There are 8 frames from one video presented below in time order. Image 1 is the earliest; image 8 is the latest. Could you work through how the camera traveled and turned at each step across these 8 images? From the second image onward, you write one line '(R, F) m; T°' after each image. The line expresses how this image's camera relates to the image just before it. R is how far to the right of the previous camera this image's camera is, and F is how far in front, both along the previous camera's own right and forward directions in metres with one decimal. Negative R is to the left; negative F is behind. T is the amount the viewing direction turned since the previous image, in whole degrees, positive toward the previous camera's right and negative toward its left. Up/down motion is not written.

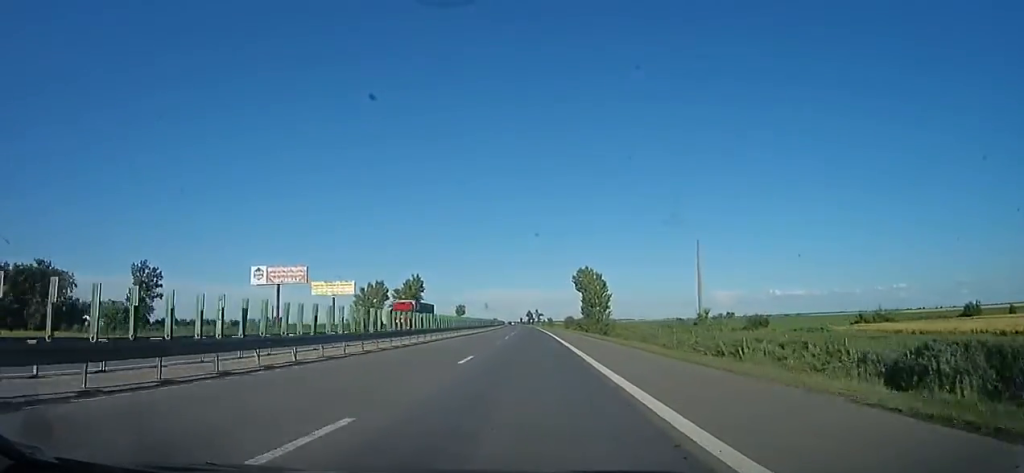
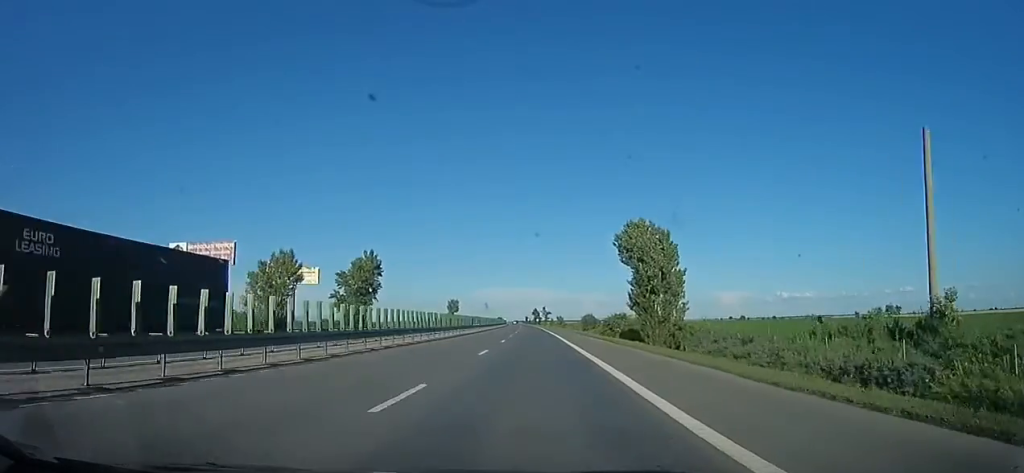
(+0.6, +32.0) m; +1°
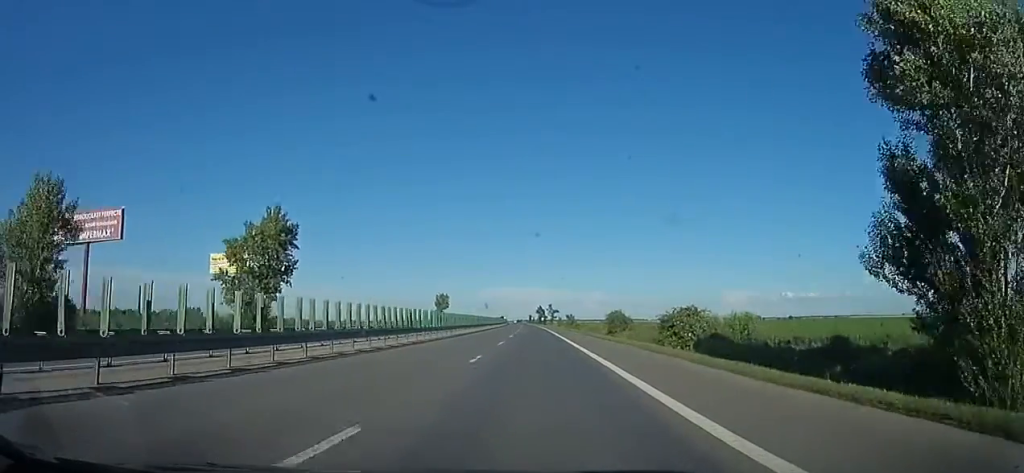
(+0.1, +27.8) m; -1°
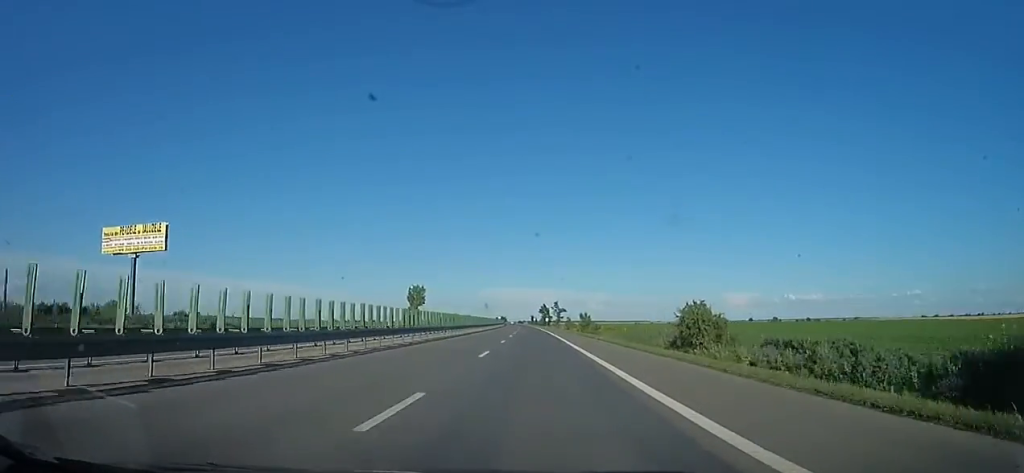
(-0.4, +32.6) m; -1°
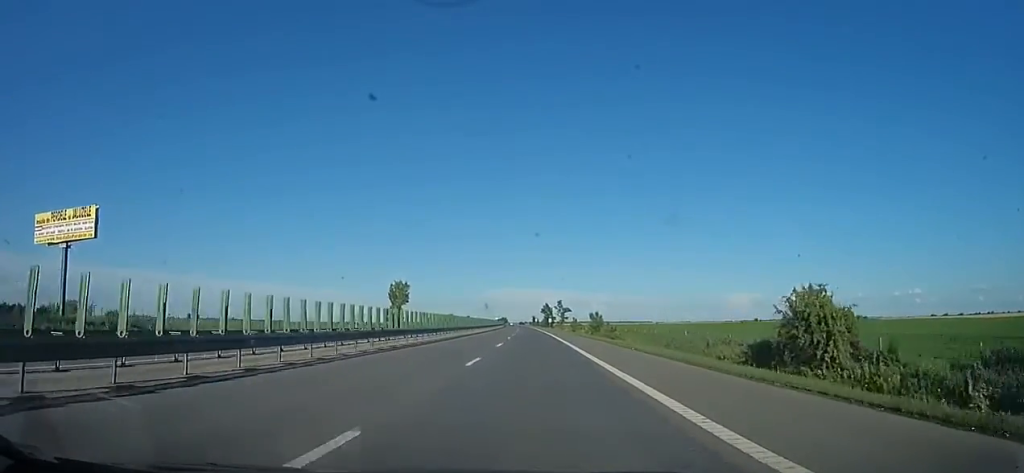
(-0.1, +15.4) m; -1°
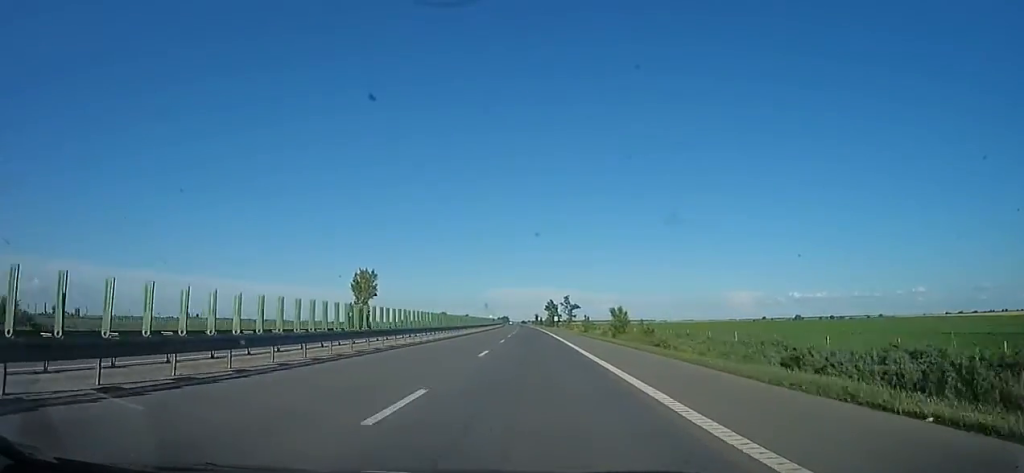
(0.0, +20.2) m; 0°
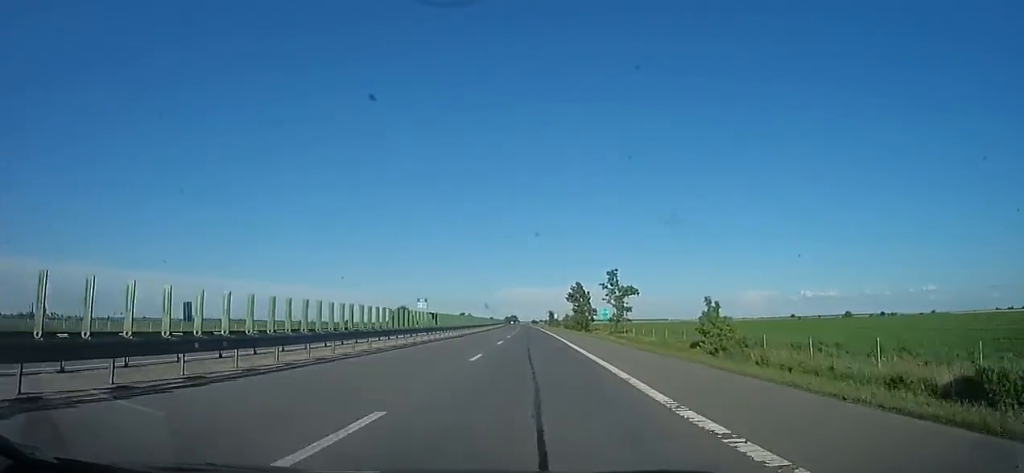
(-0.9, +61.5) m; -3°
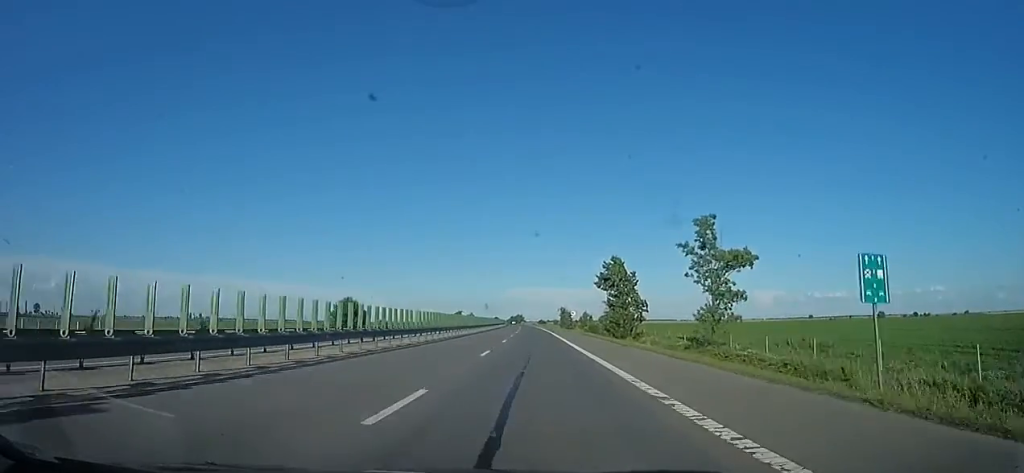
(-0.8, +33.6) m; 0°
